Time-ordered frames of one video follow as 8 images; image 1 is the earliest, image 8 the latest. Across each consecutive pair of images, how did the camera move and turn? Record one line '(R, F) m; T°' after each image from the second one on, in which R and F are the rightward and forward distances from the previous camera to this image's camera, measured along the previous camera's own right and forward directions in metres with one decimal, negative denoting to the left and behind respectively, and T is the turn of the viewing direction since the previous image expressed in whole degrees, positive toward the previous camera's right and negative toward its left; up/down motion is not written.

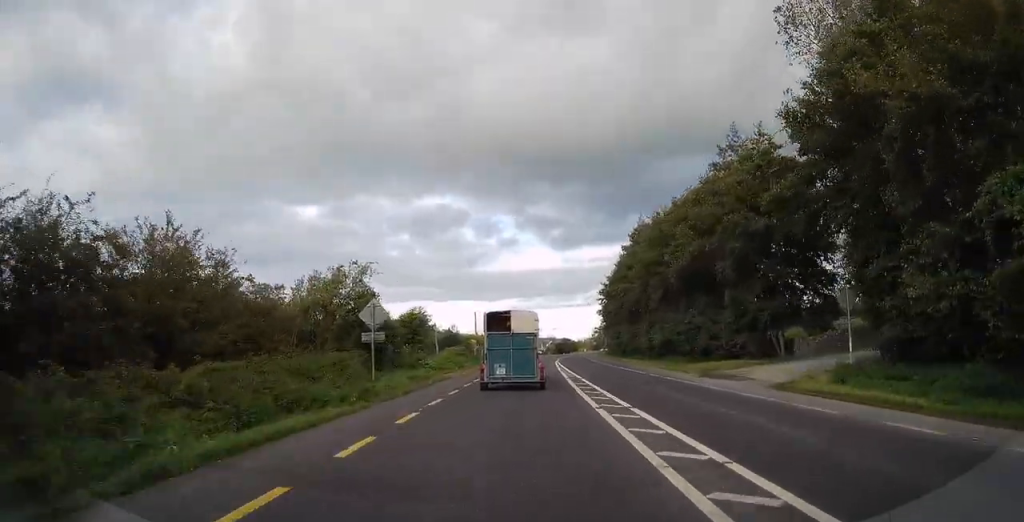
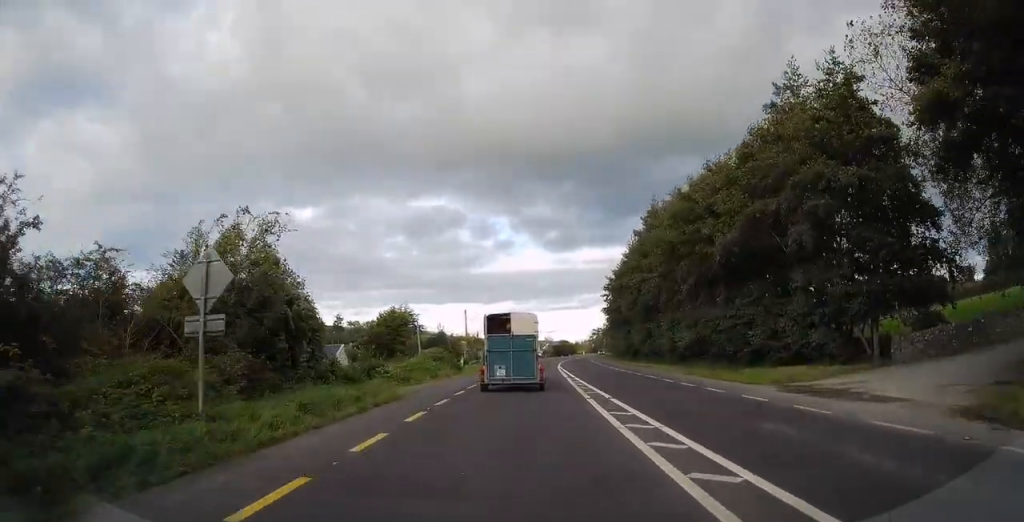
(0.0, +11.4) m; 0°
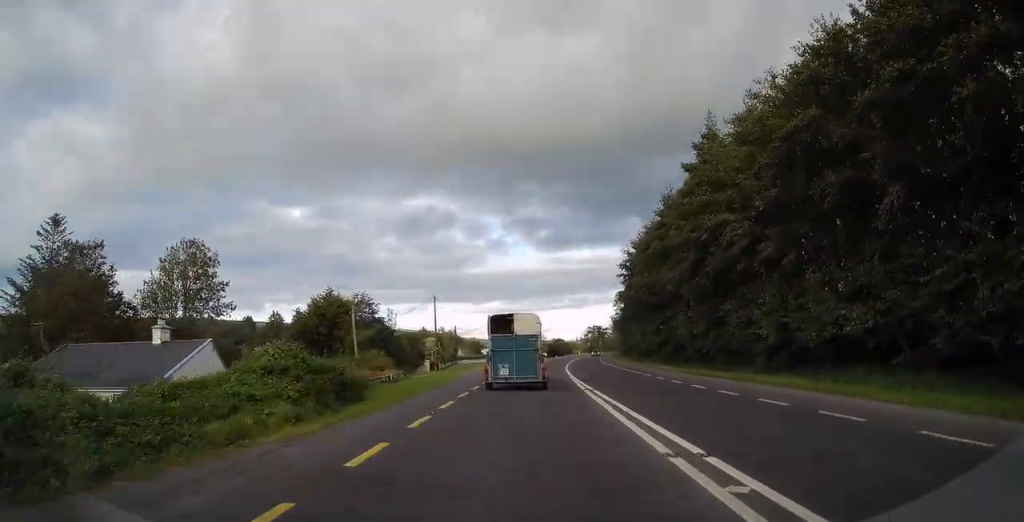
(+0.1, +21.7) m; +1°
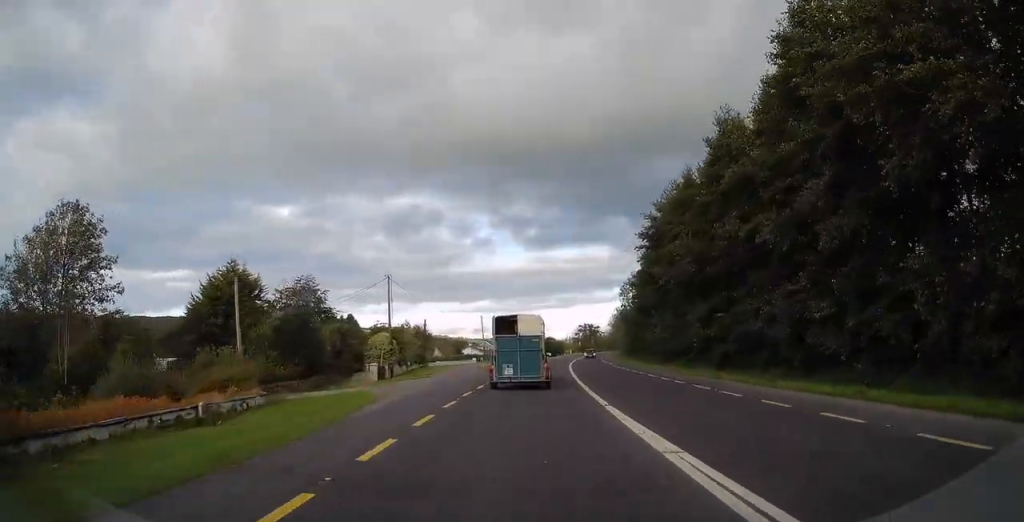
(+0.2, +16.2) m; +1°
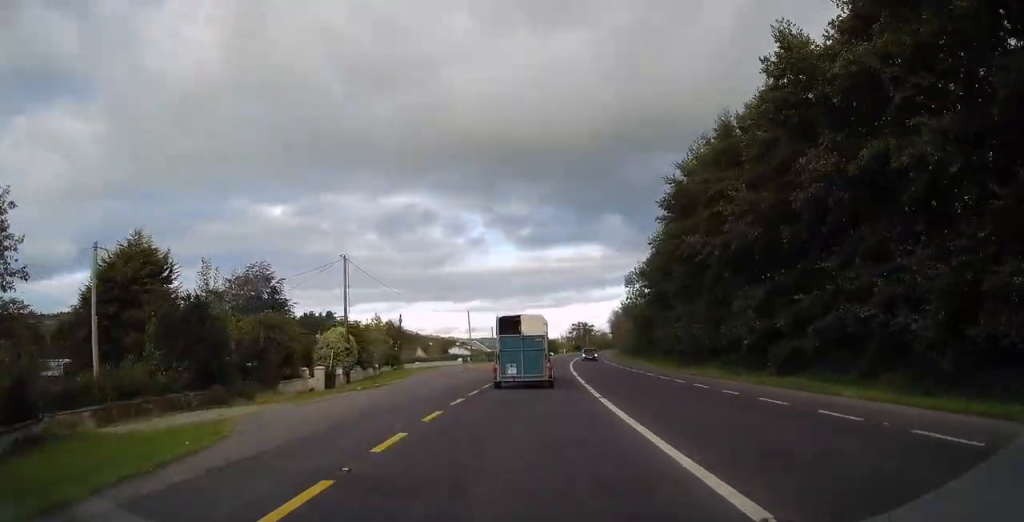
(0.0, +9.5) m; +1°
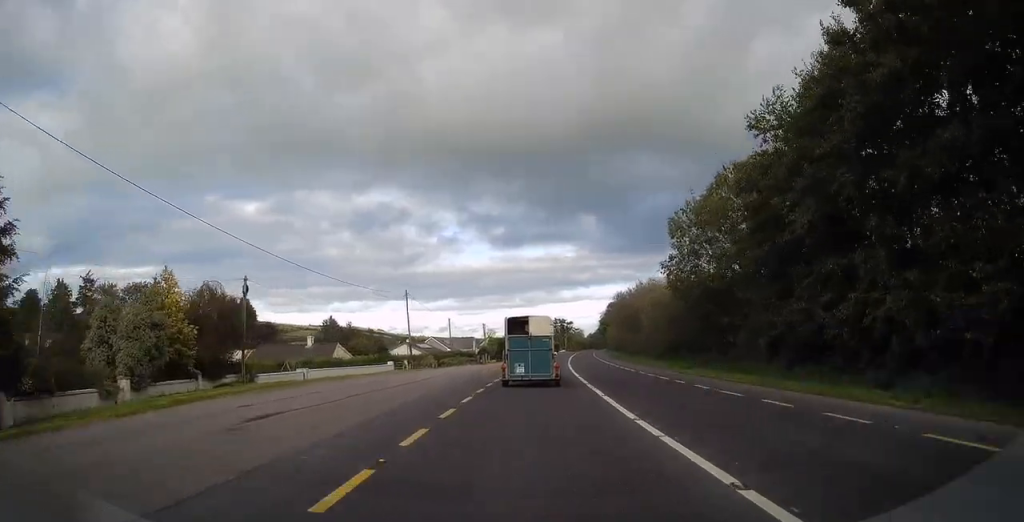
(+0.6, +30.4) m; +1°
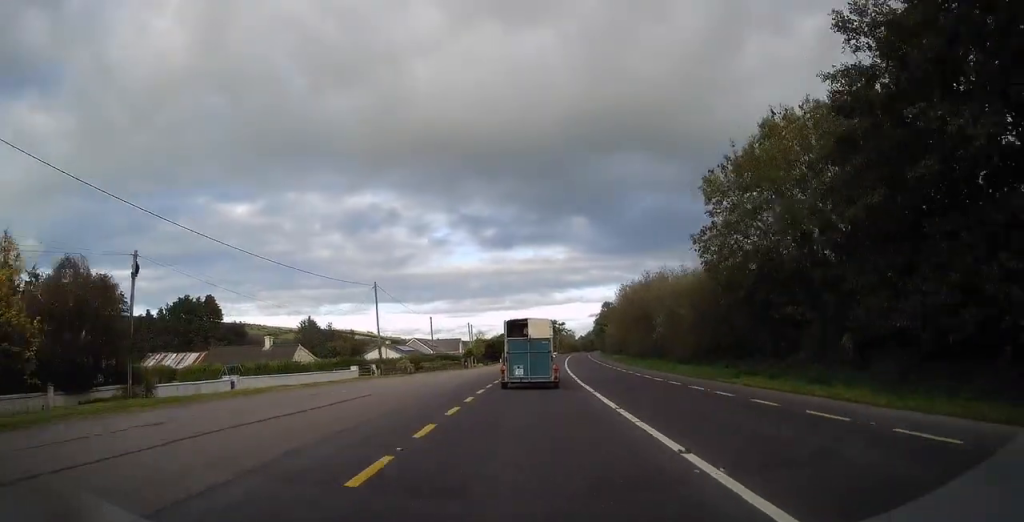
(0.0, +9.4) m; 0°
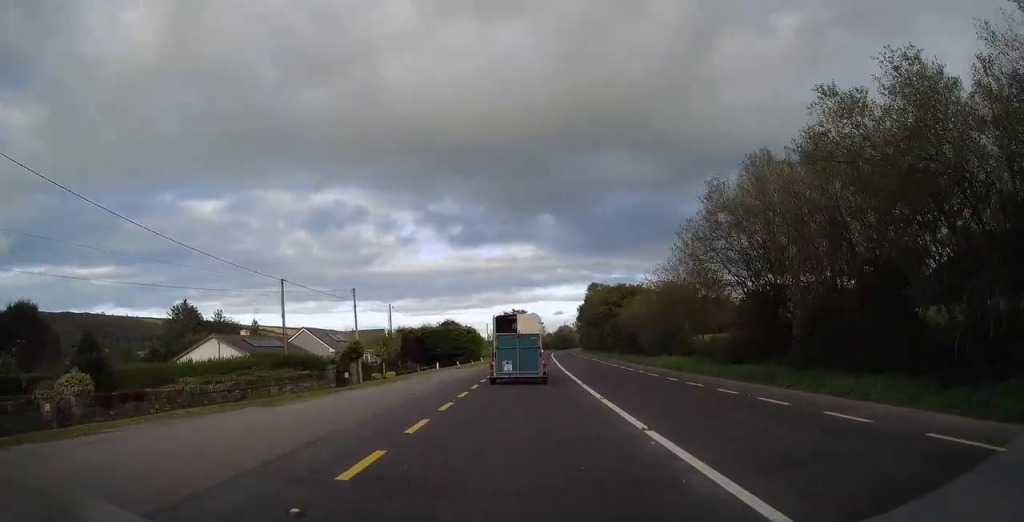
(+1.4, +45.6) m; +4°
